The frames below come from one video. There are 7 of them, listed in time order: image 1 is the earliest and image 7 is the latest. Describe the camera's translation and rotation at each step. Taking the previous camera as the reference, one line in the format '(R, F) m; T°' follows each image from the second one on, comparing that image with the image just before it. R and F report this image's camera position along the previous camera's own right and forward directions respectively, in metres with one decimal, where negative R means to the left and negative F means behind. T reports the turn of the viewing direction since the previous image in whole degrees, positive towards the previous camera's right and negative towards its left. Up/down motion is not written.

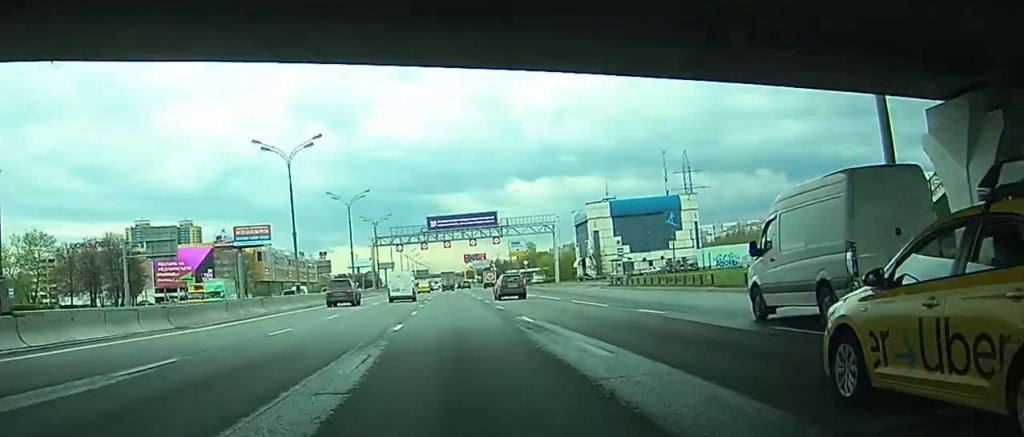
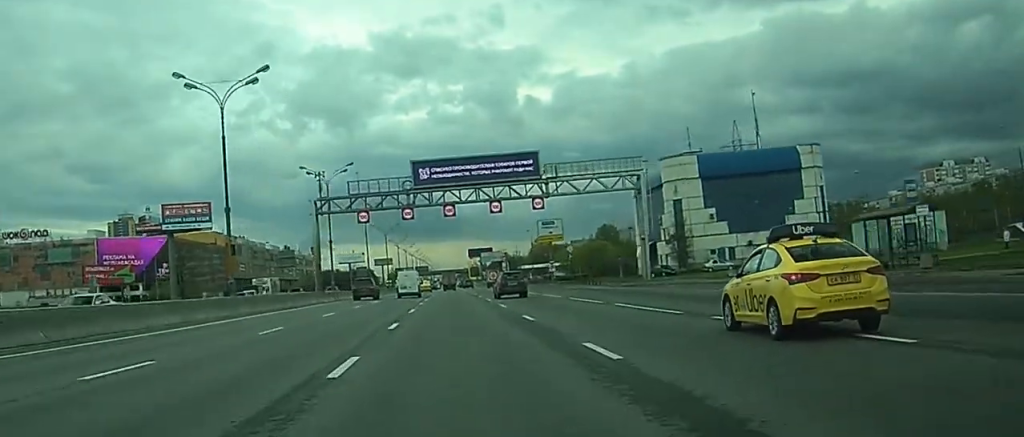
(-1.2, +66.5) m; -2°
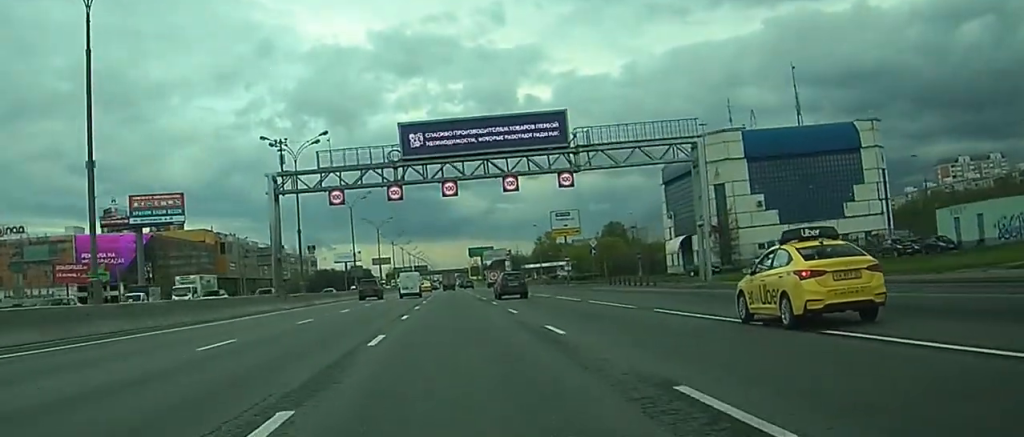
(0.0, +20.7) m; +1°
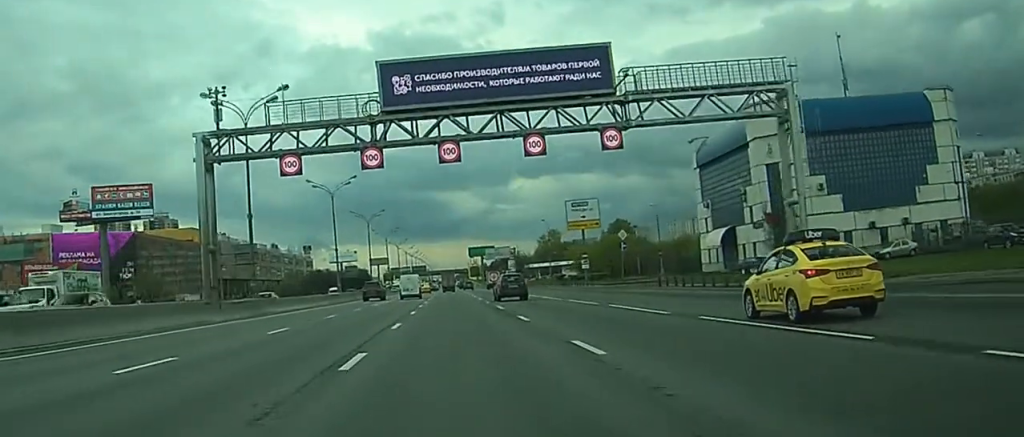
(+0.4, +19.6) m; +1°
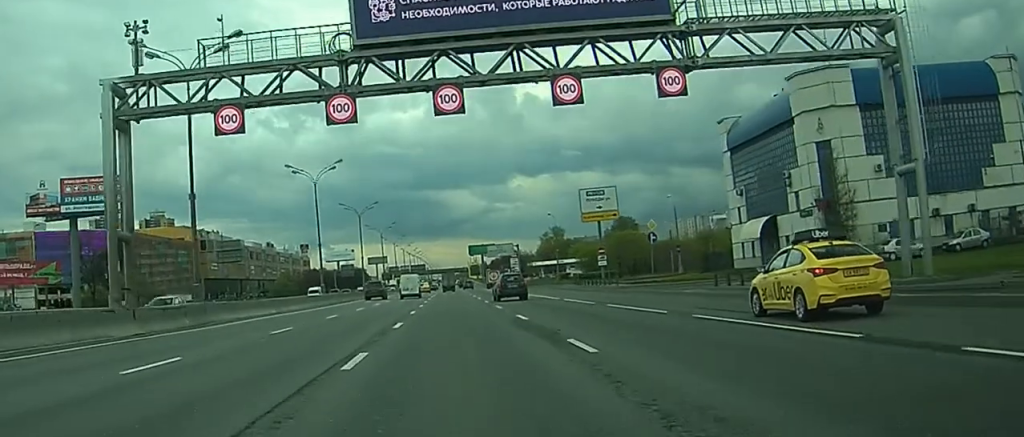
(+0.1, +13.9) m; 0°
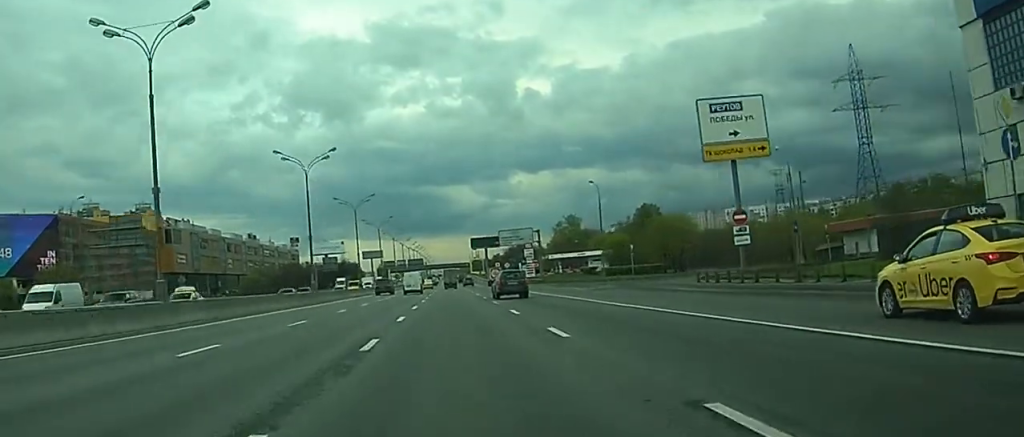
(-0.7, +52.7) m; -1°
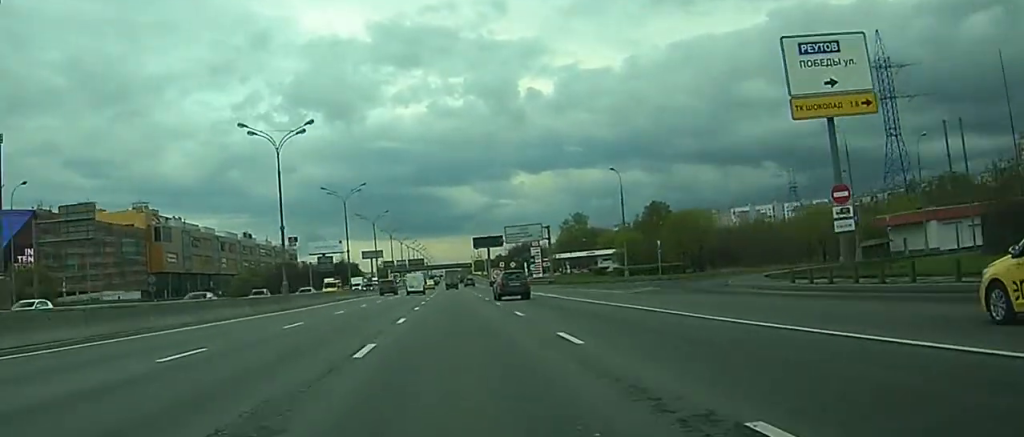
(0.0, +12.8) m; 0°
